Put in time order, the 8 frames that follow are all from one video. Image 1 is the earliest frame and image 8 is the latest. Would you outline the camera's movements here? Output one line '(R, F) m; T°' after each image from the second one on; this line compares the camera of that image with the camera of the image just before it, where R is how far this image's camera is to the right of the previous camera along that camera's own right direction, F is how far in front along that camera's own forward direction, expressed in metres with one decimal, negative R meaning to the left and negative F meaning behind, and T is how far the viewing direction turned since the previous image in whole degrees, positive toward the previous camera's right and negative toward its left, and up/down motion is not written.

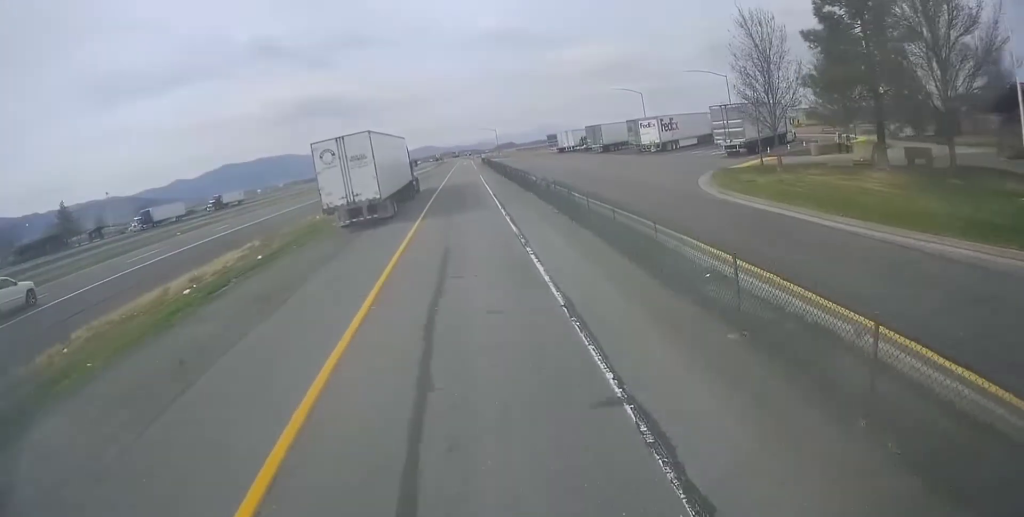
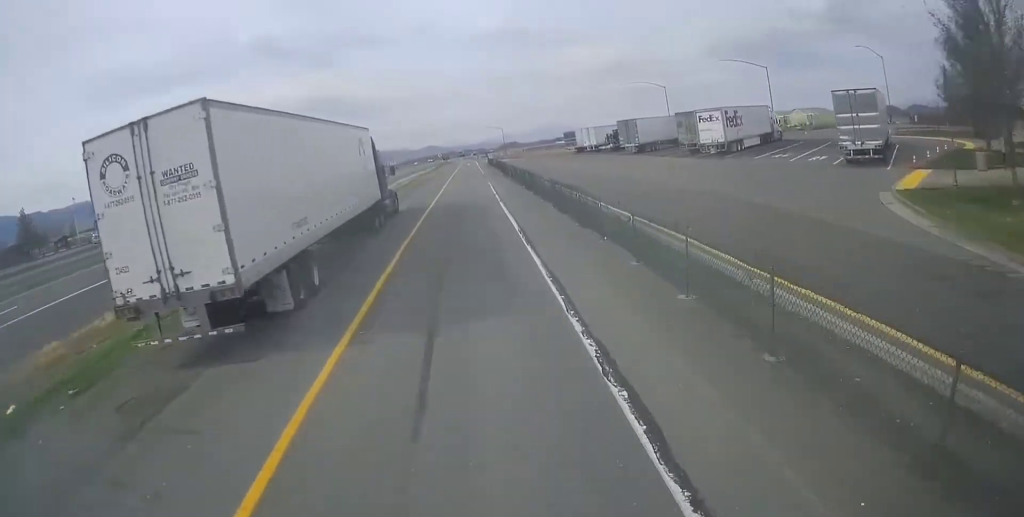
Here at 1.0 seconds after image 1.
(-0.3, +16.1) m; 0°
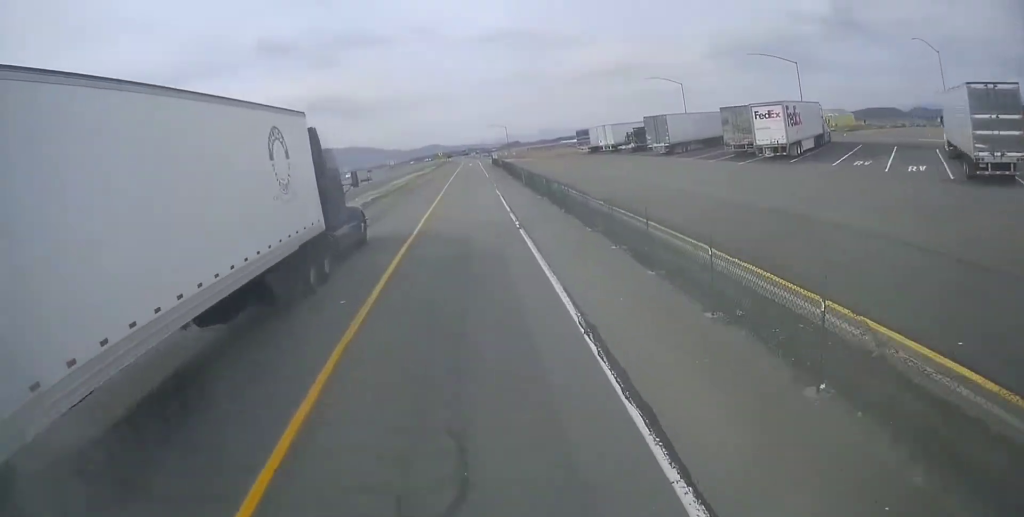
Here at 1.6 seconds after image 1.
(-0.2, +9.8) m; +1°
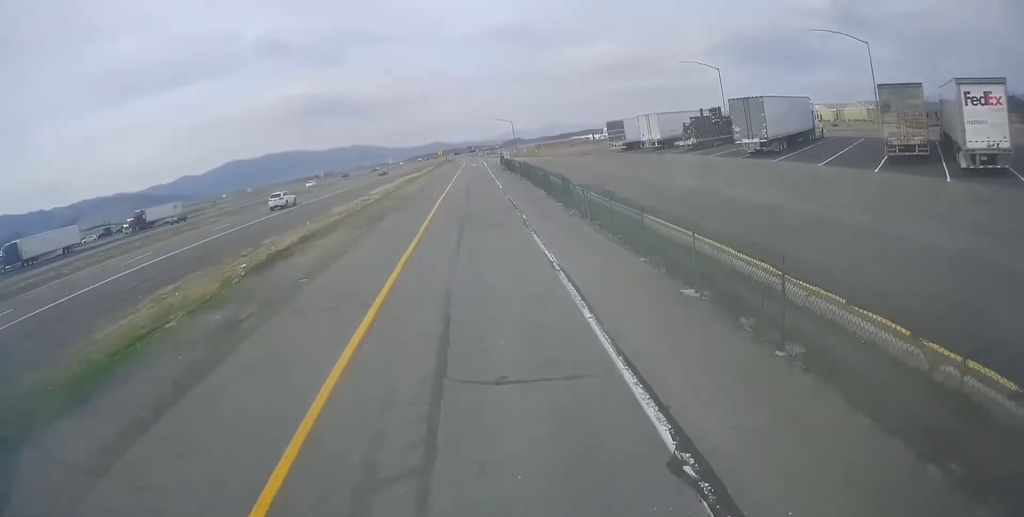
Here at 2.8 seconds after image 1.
(+0.6, +19.5) m; 0°
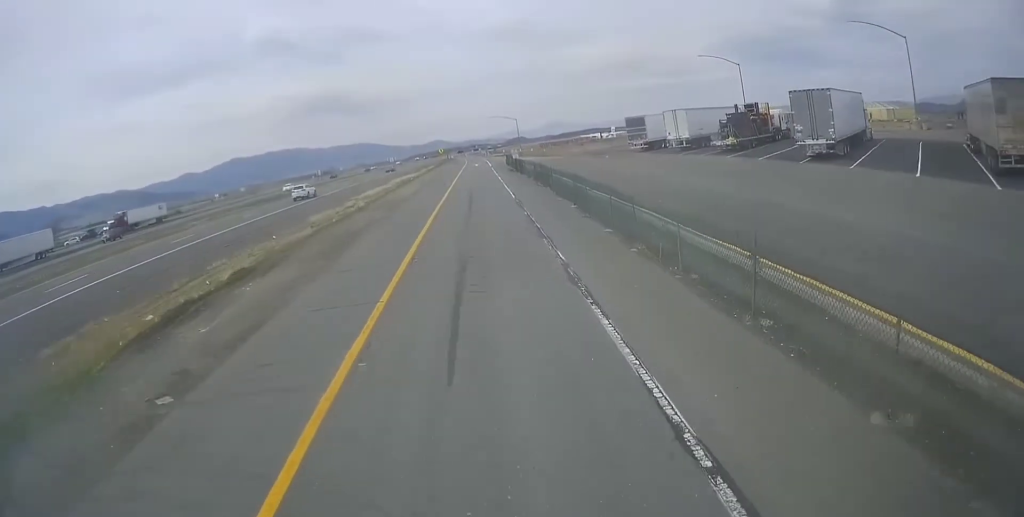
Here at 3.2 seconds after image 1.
(-0.2, +8.0) m; -1°
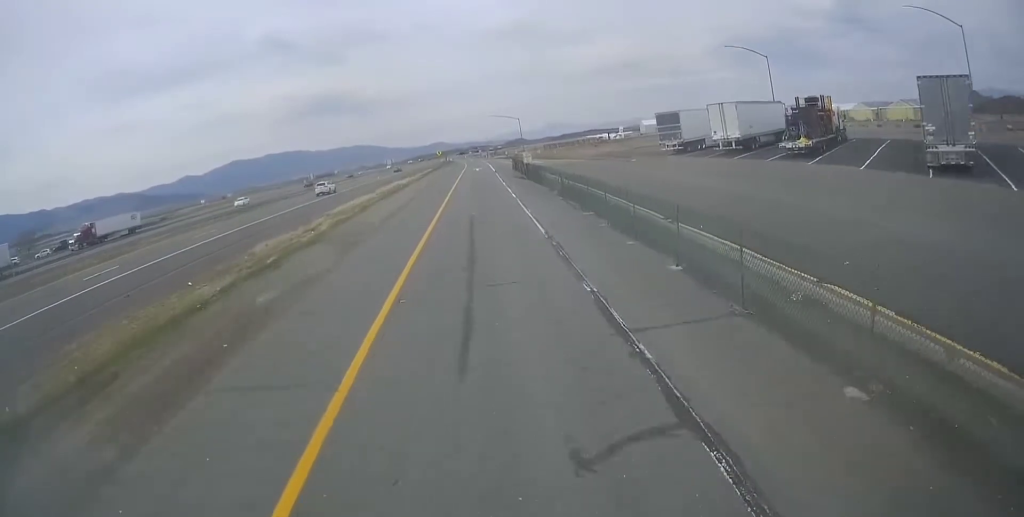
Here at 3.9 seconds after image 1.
(-0.1, +11.6) m; -1°
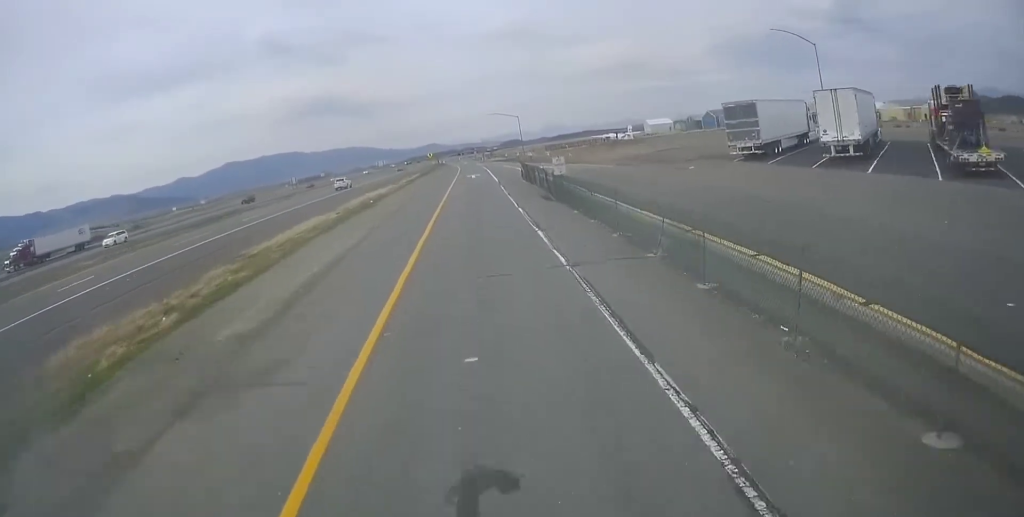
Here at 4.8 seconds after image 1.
(0.0, +16.5) m; 0°
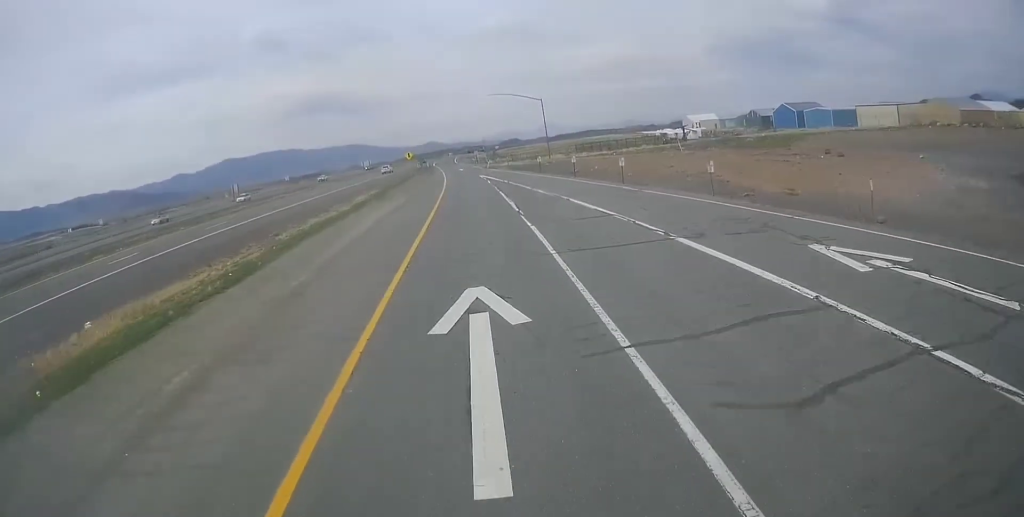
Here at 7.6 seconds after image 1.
(-0.4, +51.1) m; +1°
